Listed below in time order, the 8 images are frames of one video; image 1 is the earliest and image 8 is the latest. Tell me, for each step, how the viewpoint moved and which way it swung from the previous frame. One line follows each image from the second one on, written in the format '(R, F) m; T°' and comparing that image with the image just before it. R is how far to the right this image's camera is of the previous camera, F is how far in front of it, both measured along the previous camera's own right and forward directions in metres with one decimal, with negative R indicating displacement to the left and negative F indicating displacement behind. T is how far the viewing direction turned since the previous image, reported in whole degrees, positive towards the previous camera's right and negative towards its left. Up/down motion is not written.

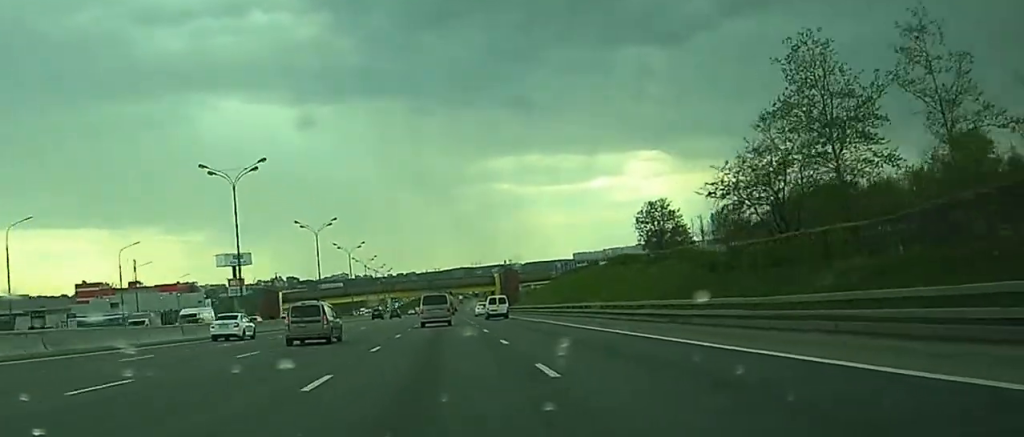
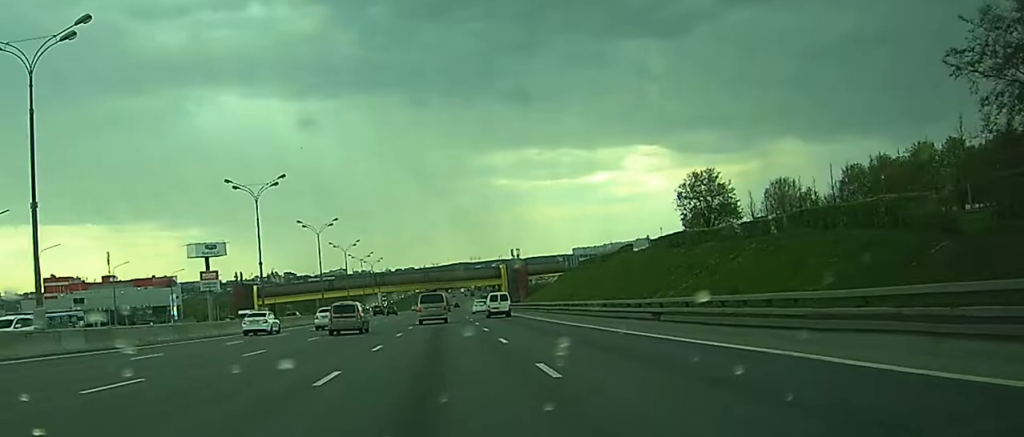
(0.0, +28.5) m; 0°
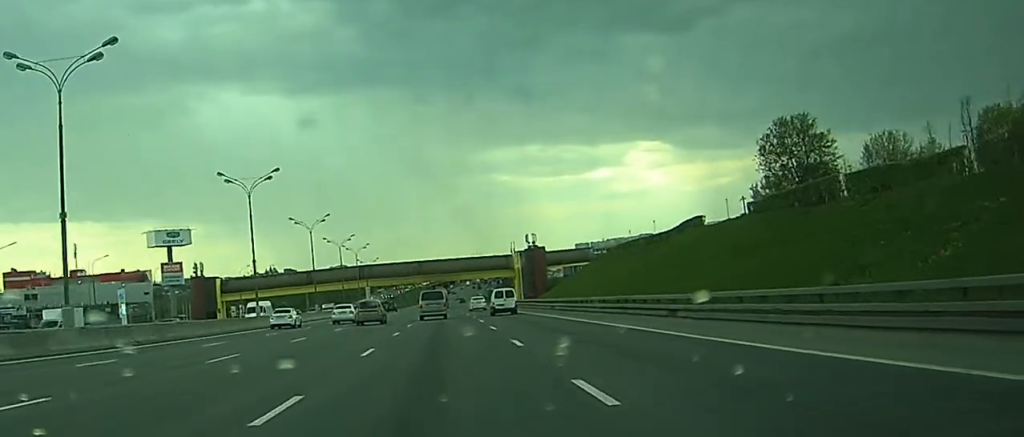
(0.0, +36.9) m; 0°
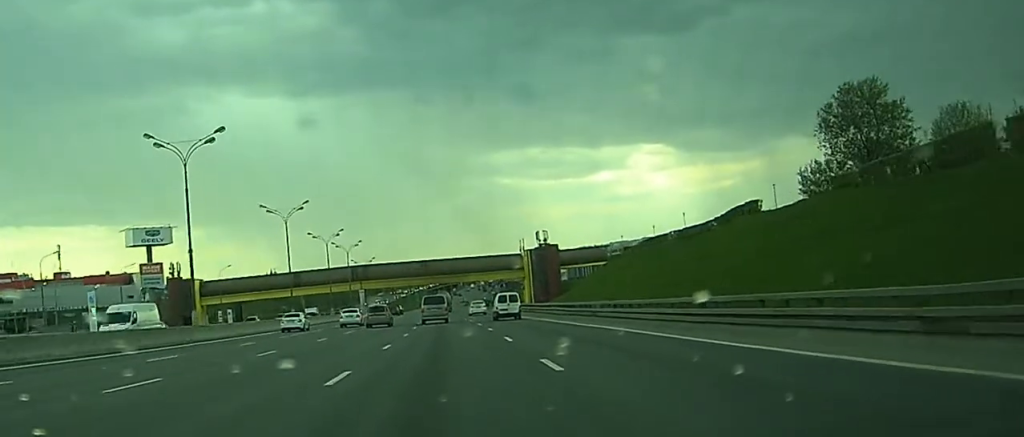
(0.0, +21.0) m; 0°
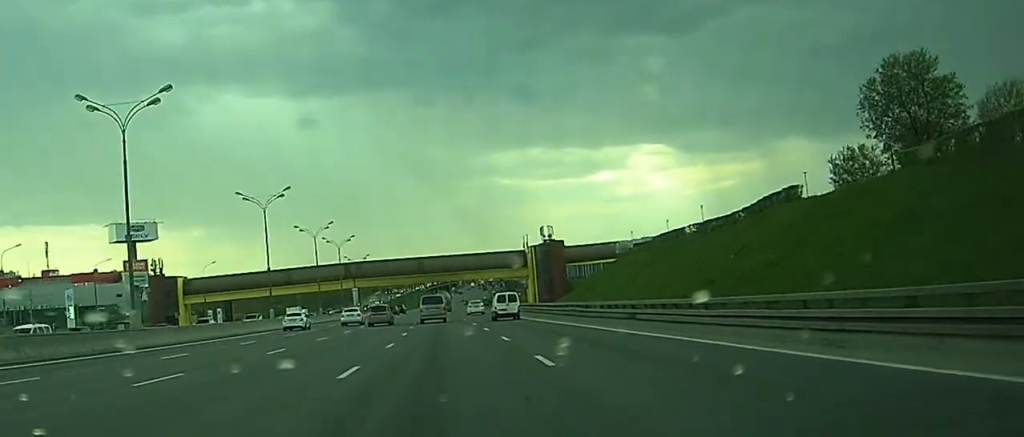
(0.0, +12.9) m; 0°
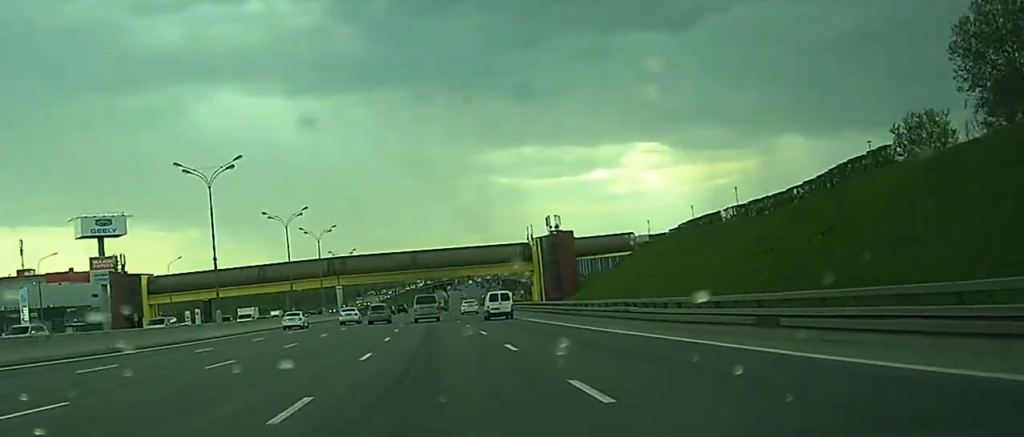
(0.0, +20.6) m; 0°
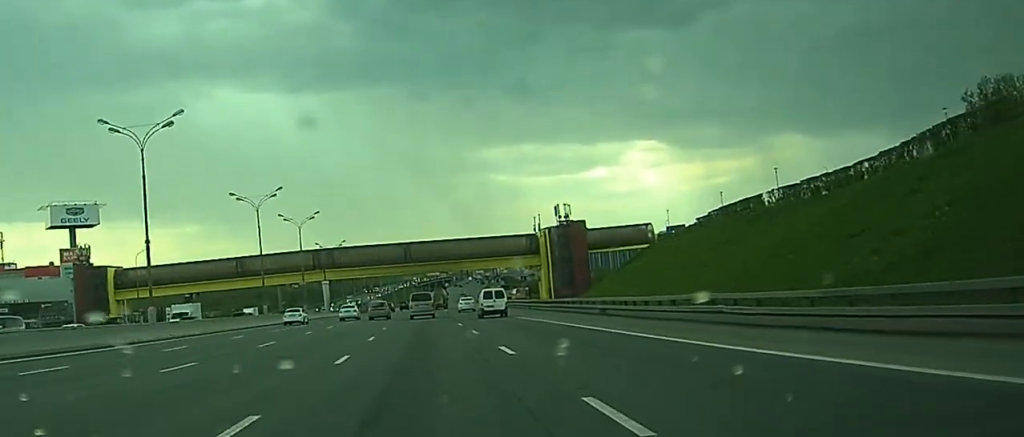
(0.0, +16.0) m; 0°
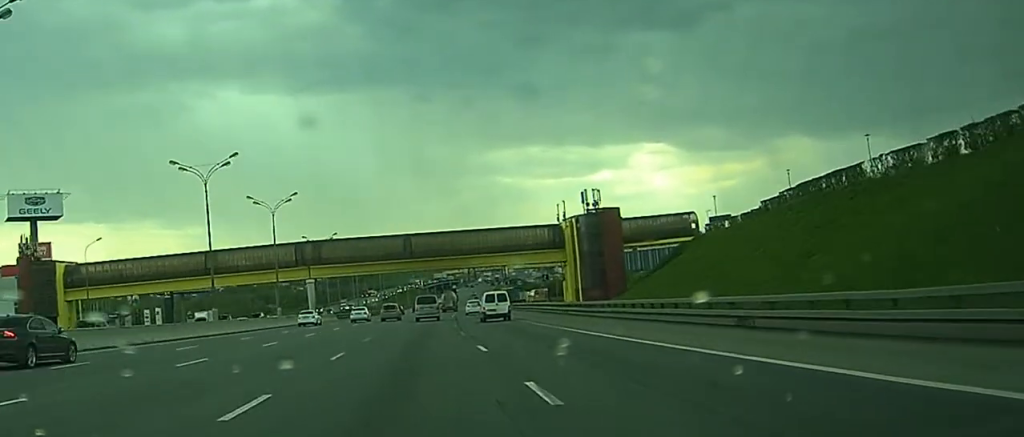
(-0.1, +19.6) m; 0°
